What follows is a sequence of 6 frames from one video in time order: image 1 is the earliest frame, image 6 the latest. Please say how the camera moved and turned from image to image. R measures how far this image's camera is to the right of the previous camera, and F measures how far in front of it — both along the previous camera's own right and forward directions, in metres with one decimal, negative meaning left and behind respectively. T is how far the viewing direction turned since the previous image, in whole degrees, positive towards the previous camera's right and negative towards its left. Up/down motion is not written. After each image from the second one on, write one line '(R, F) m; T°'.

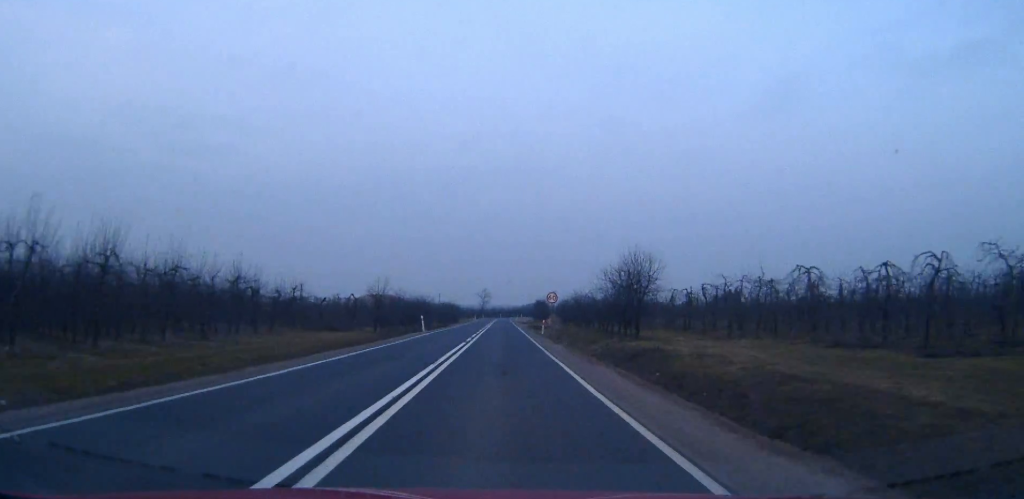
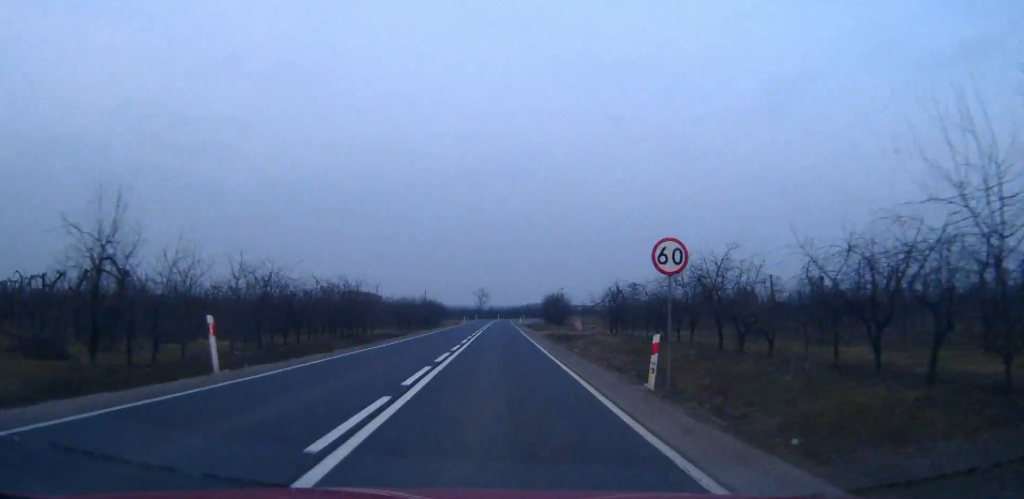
(0.0, +39.8) m; 0°
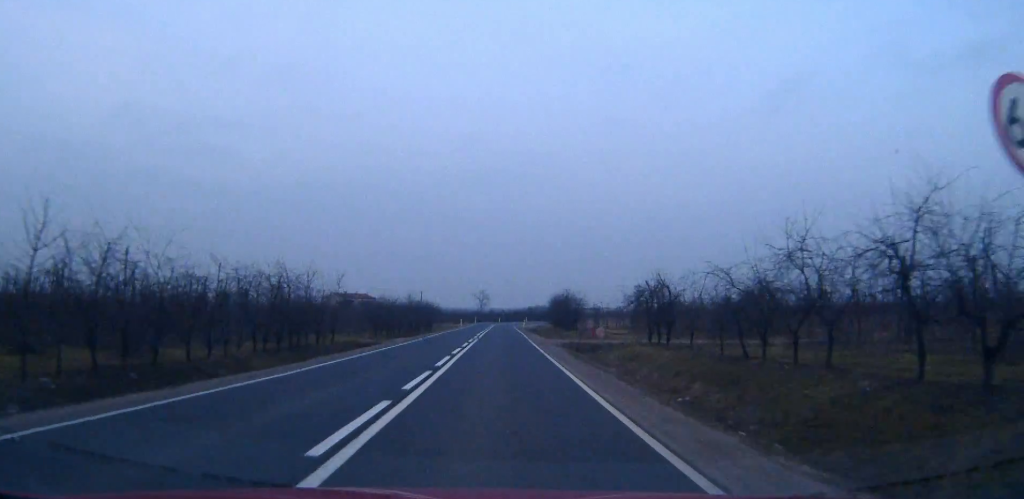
(0.0, +12.4) m; 0°
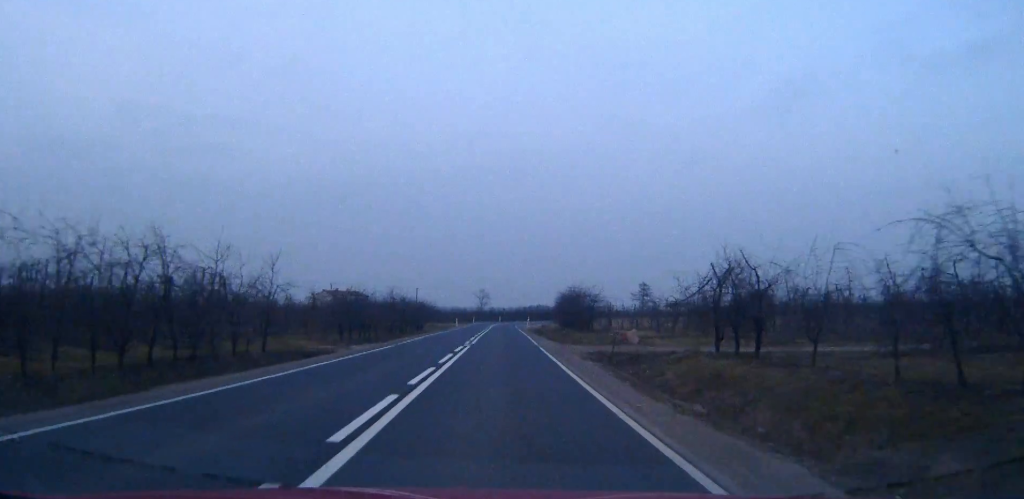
(0.0, +11.5) m; 0°
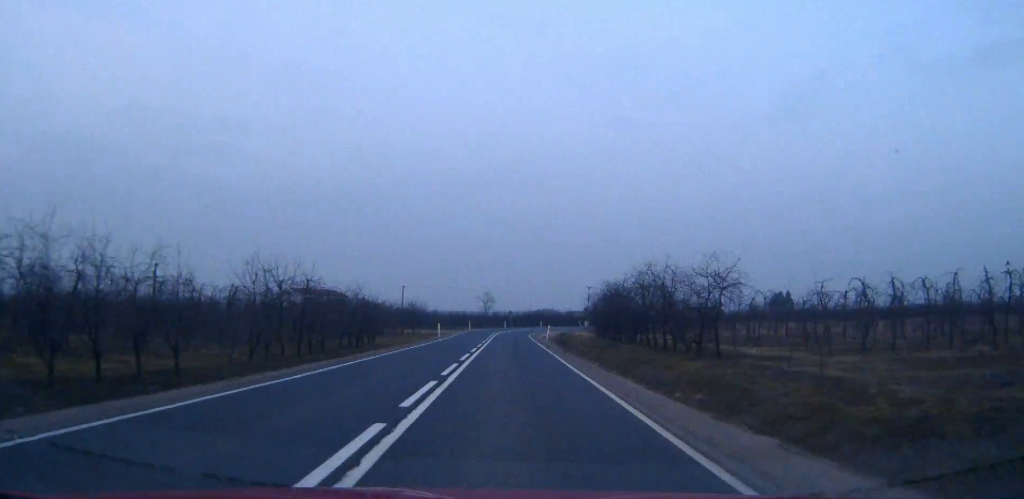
(0.0, +32.0) m; 0°
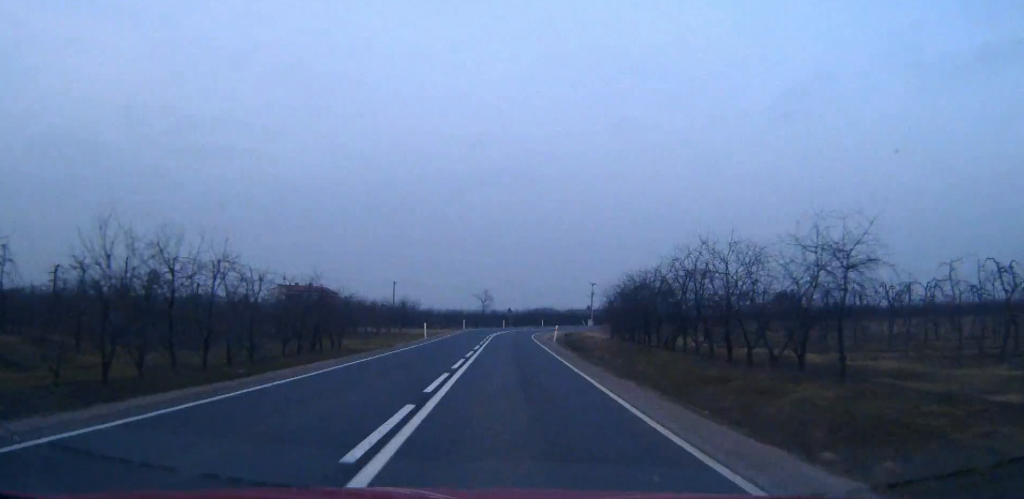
(0.0, +9.6) m; 0°
